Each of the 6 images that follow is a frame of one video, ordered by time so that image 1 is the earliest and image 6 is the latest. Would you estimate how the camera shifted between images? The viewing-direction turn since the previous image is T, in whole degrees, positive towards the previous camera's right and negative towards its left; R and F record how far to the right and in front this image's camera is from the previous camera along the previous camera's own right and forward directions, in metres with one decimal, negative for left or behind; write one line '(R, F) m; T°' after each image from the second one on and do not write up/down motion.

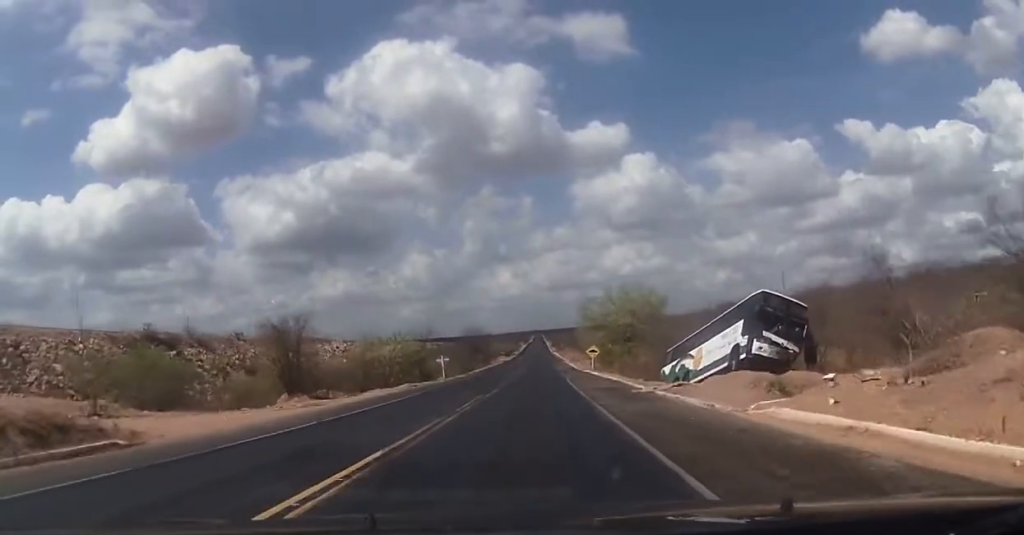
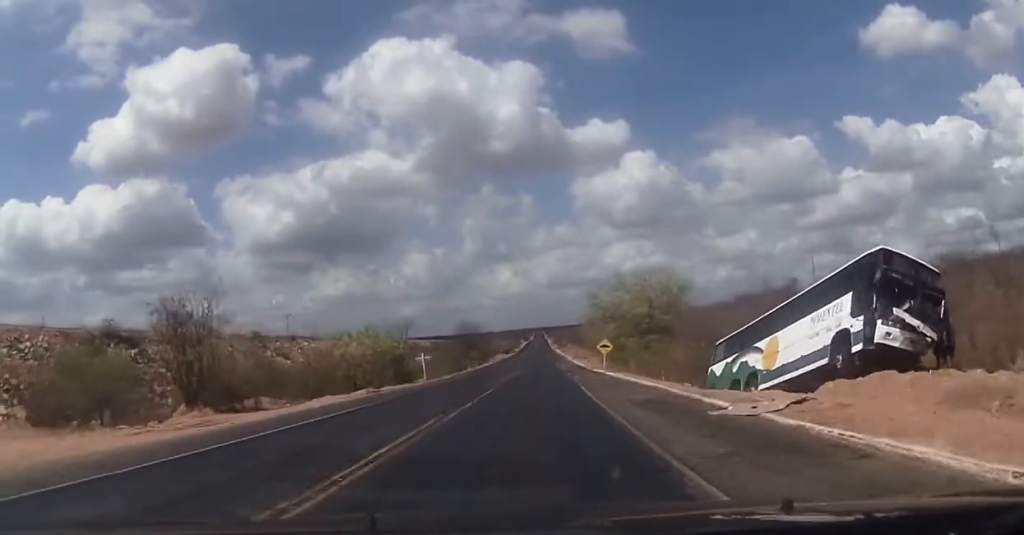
(+0.2, +14.2) m; 0°
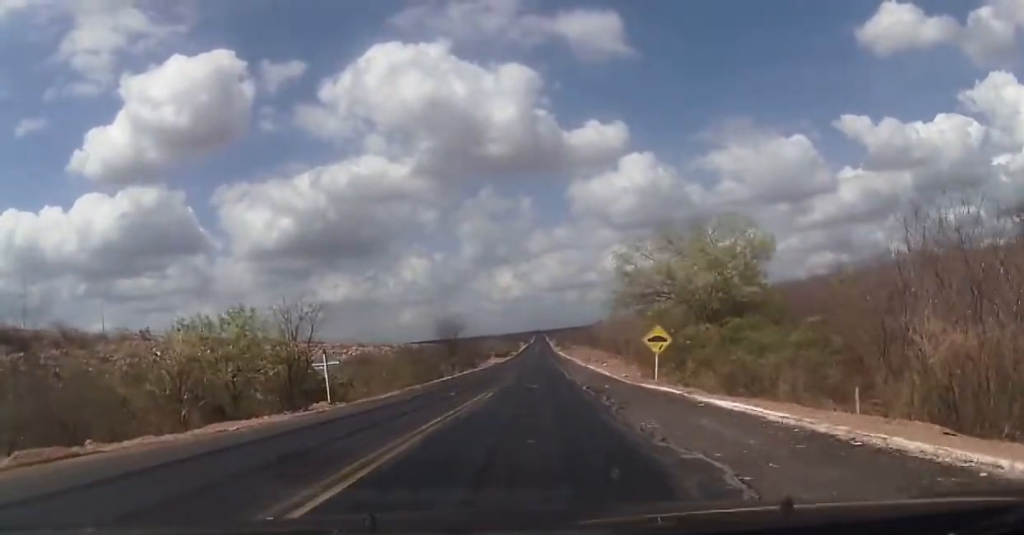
(-0.8, +33.3) m; -1°
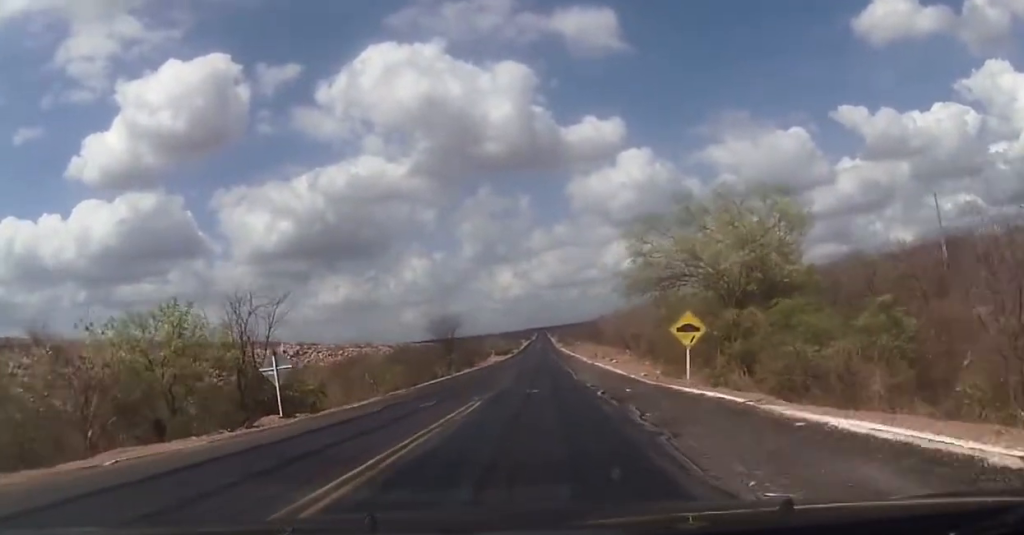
(+0.1, +8.7) m; +2°
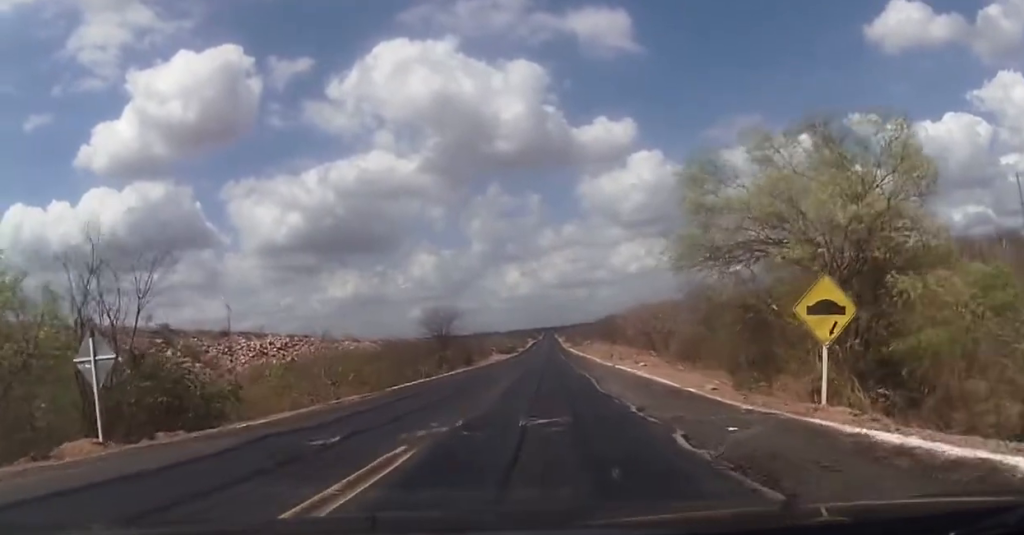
(+0.4, +13.5) m; 0°
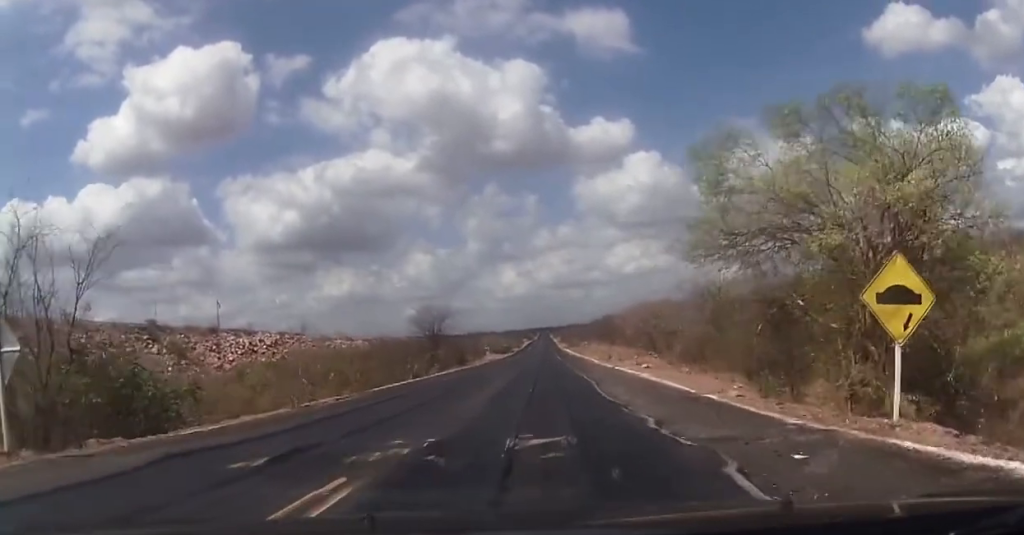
(0.0, +2.9) m; -1°
